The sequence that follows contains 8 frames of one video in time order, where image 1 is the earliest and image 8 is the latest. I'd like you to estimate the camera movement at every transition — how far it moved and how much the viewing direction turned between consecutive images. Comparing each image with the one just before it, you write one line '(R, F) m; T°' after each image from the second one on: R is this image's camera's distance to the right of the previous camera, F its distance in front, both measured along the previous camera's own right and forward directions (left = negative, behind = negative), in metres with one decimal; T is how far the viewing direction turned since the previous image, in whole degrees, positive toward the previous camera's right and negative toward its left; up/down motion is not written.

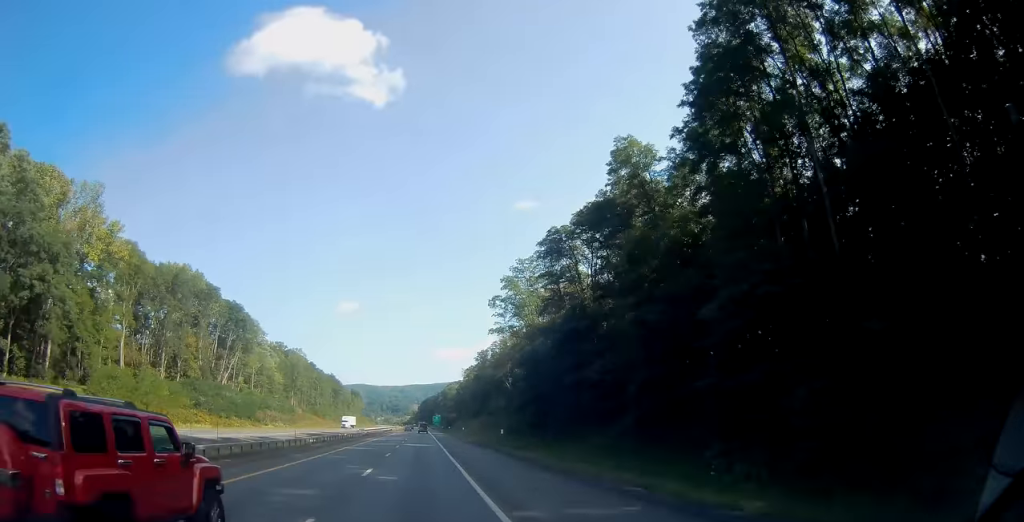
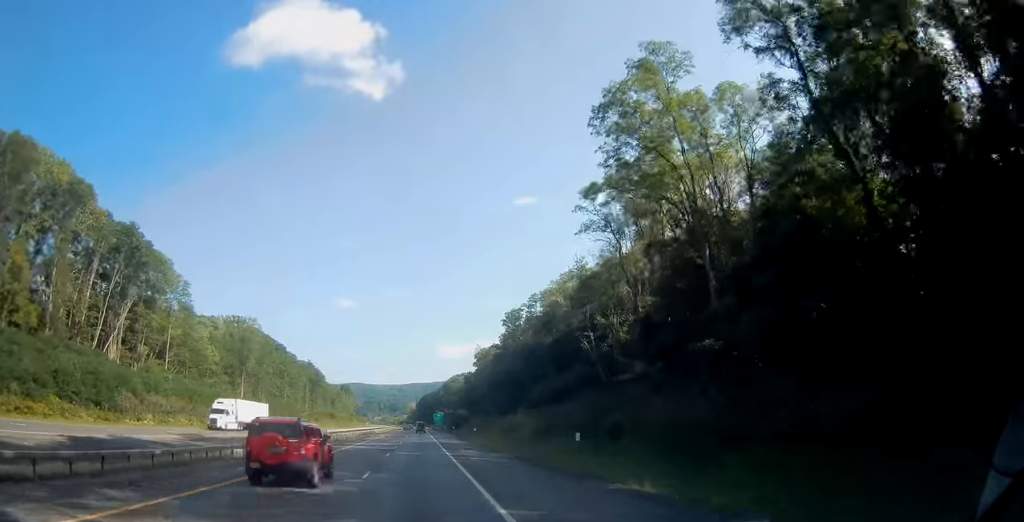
(+0.3, +61.7) m; 0°
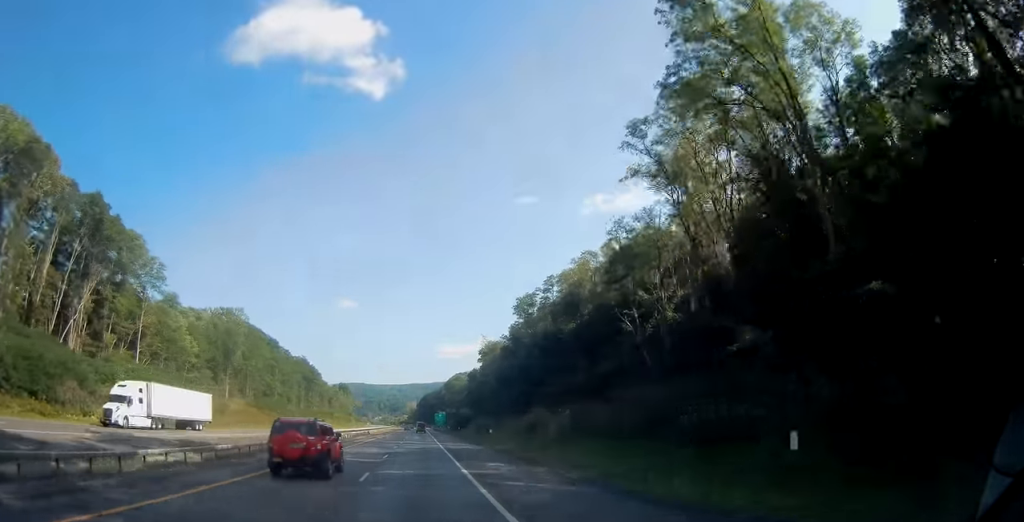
(0.0, +13.5) m; 0°
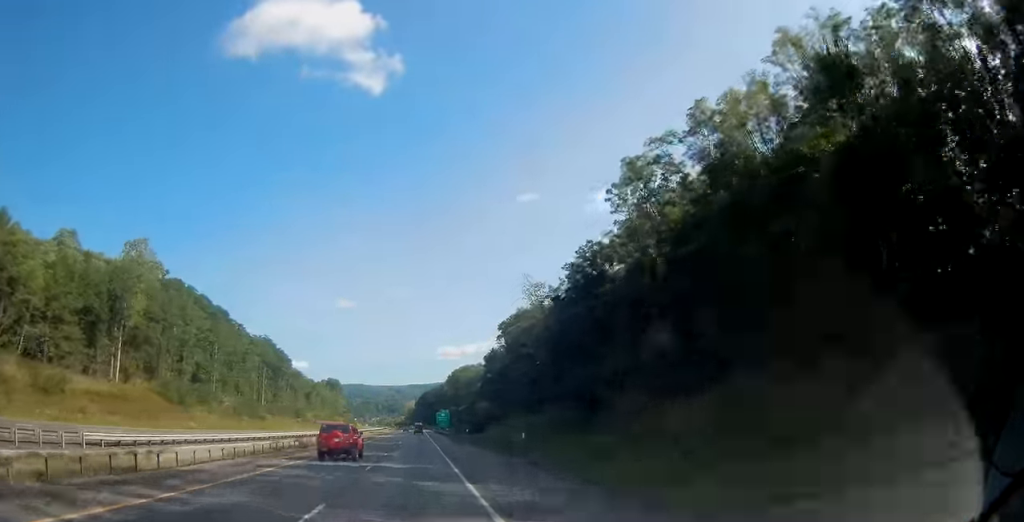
(-0.3, +56.9) m; 0°
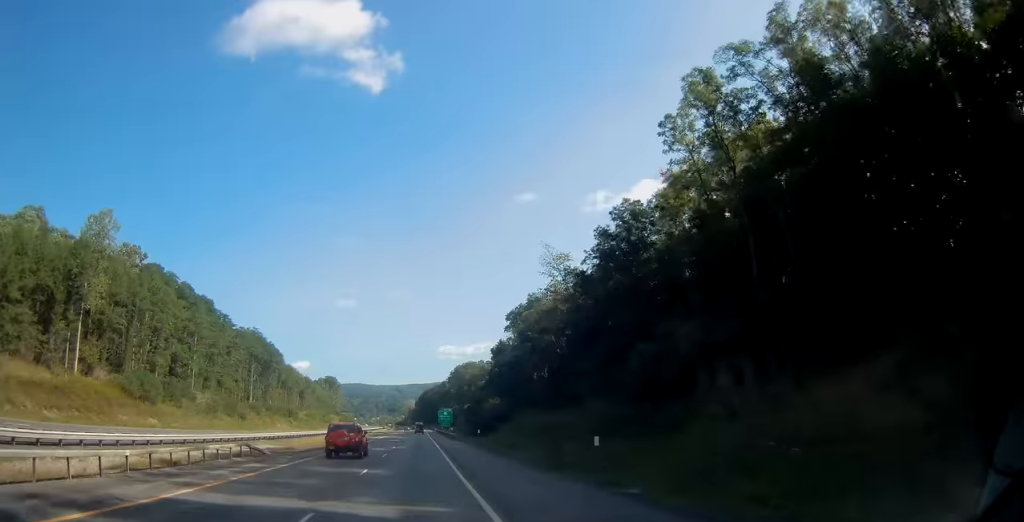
(+0.1, +13.5) m; 0°
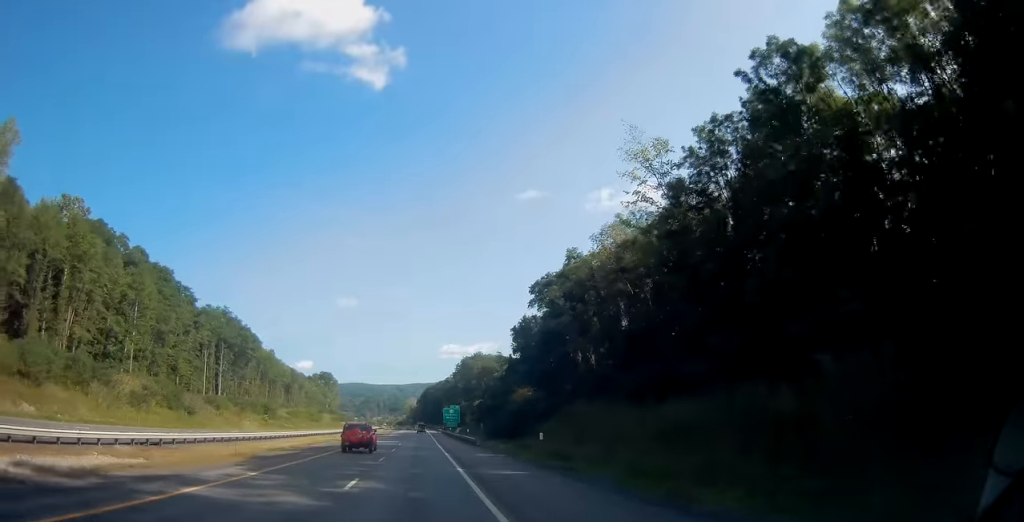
(+0.1, +28.9) m; 0°
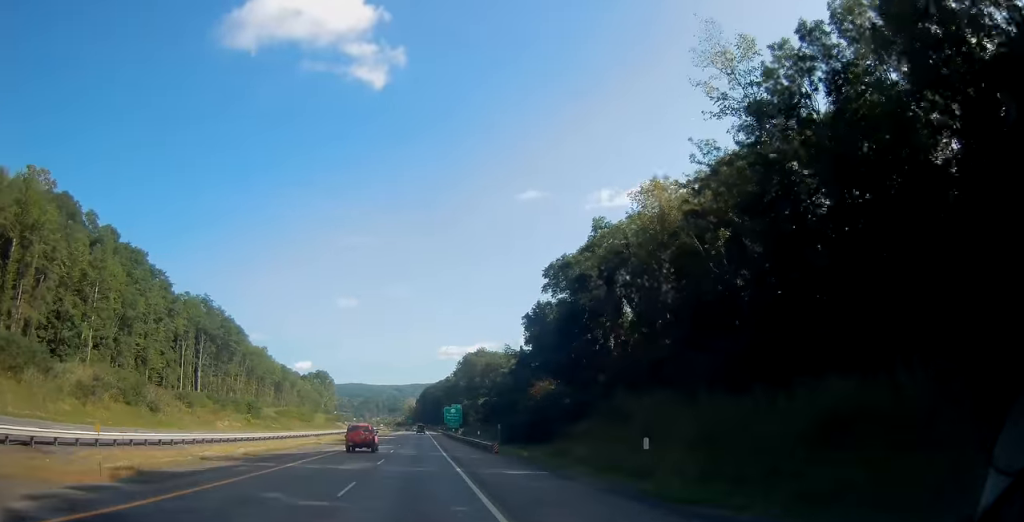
(0.0, +13.5) m; 0°
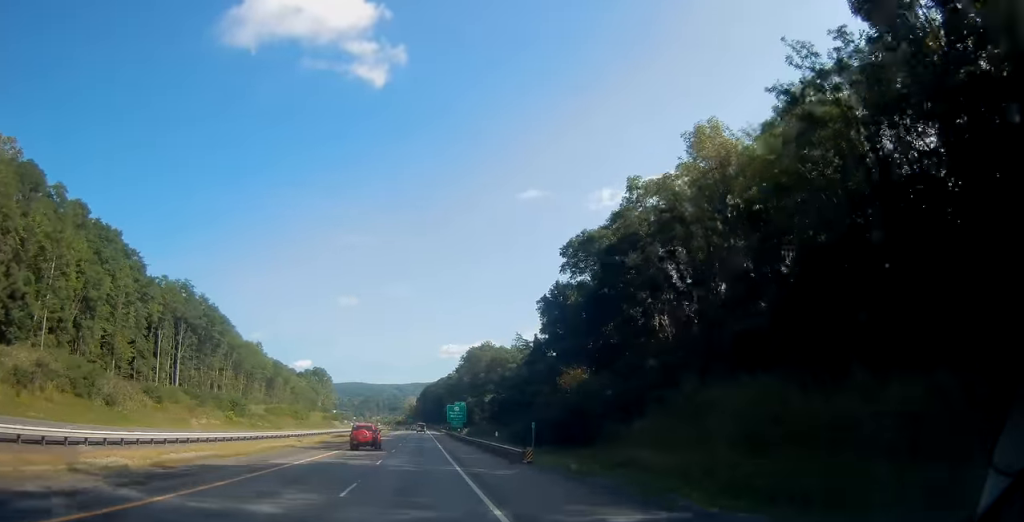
(0.0, +12.5) m; 0°
